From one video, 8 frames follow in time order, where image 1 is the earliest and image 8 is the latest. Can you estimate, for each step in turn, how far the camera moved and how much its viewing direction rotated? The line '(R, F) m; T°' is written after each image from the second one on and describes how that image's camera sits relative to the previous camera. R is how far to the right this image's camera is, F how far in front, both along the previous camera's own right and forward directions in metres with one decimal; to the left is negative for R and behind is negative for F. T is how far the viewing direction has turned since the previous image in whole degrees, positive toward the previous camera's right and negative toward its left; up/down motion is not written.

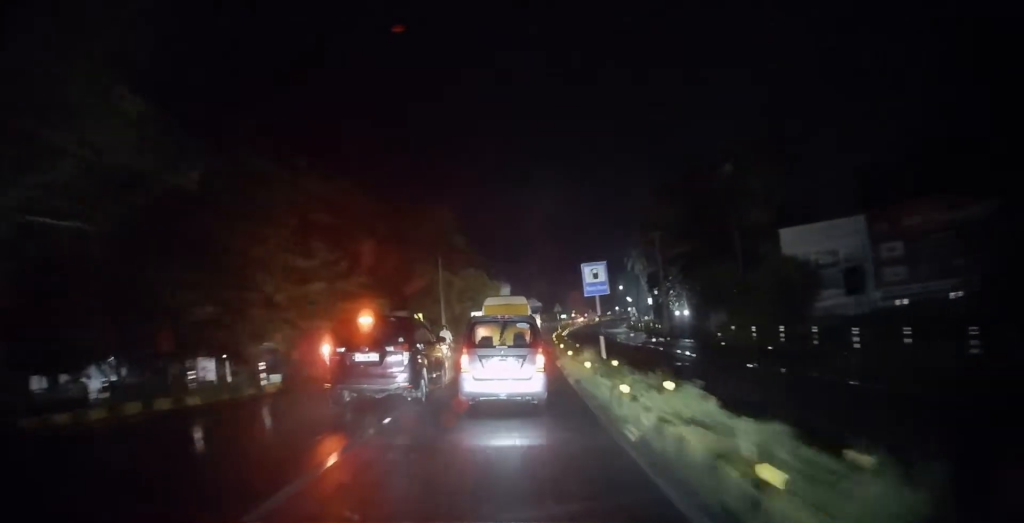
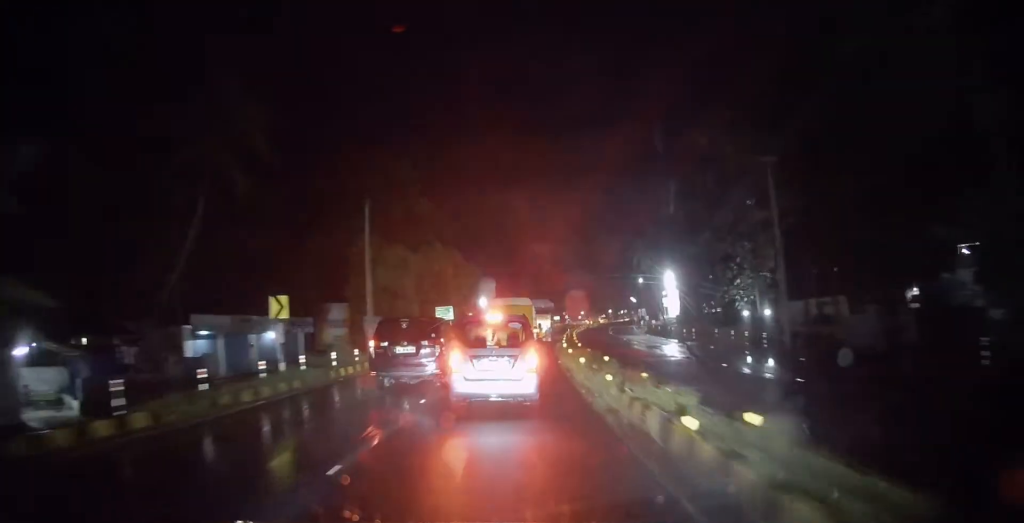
(+0.4, +21.4) m; +1°
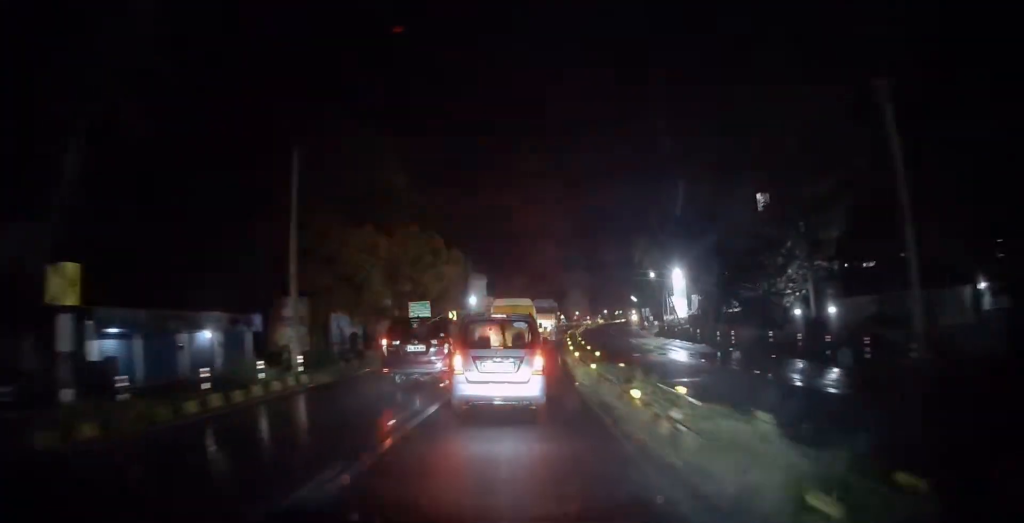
(-0.1, +8.7) m; 0°
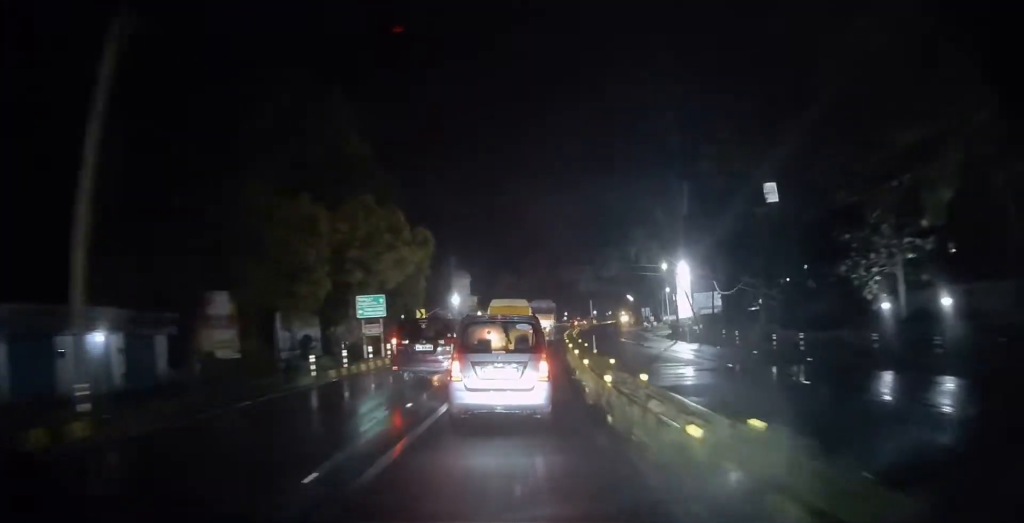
(0.0, +9.4) m; +1°
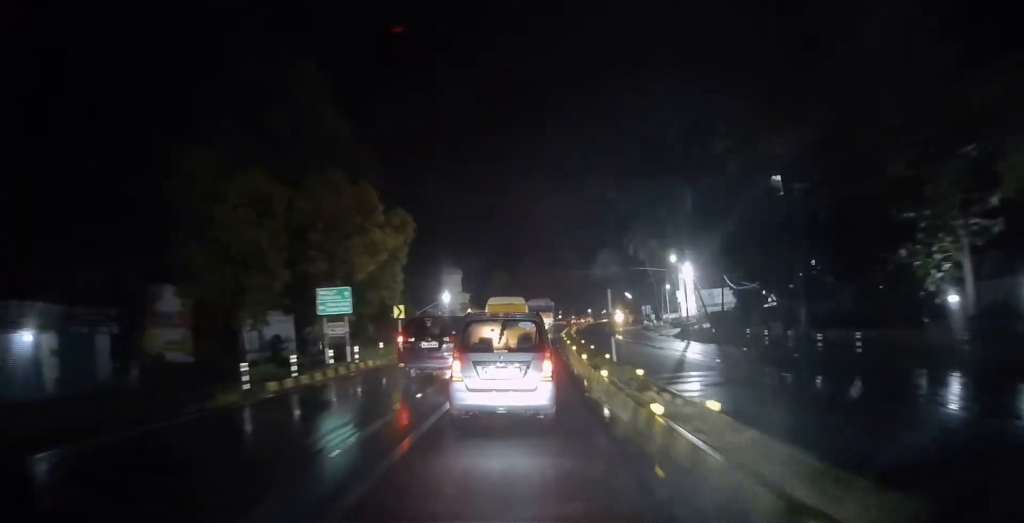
(-0.1, +4.7) m; +1°
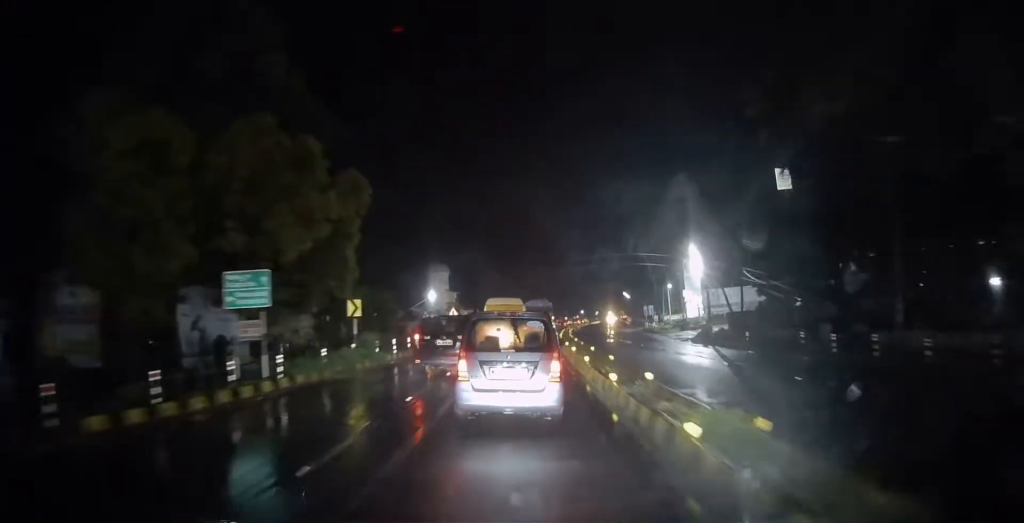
(+0.2, +7.0) m; +1°
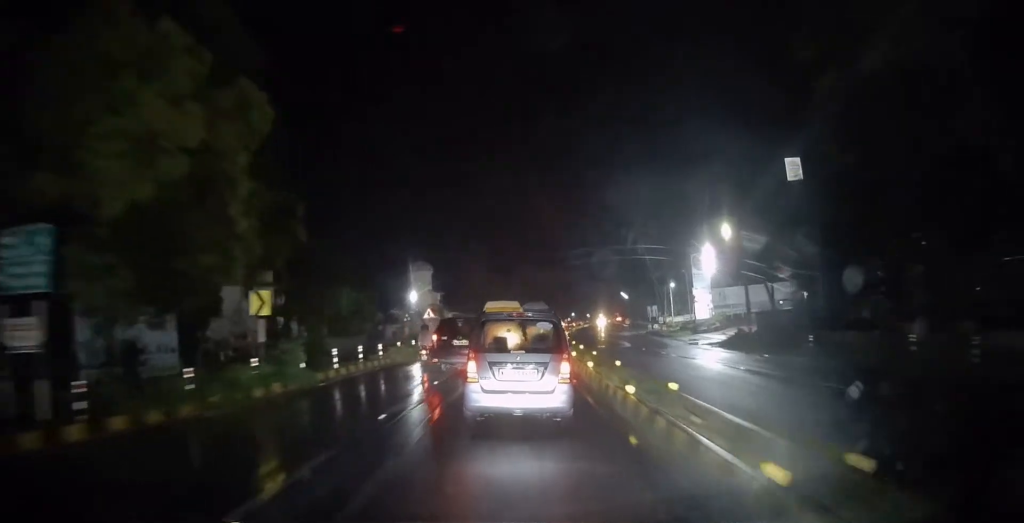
(+0.1, +8.1) m; +1°
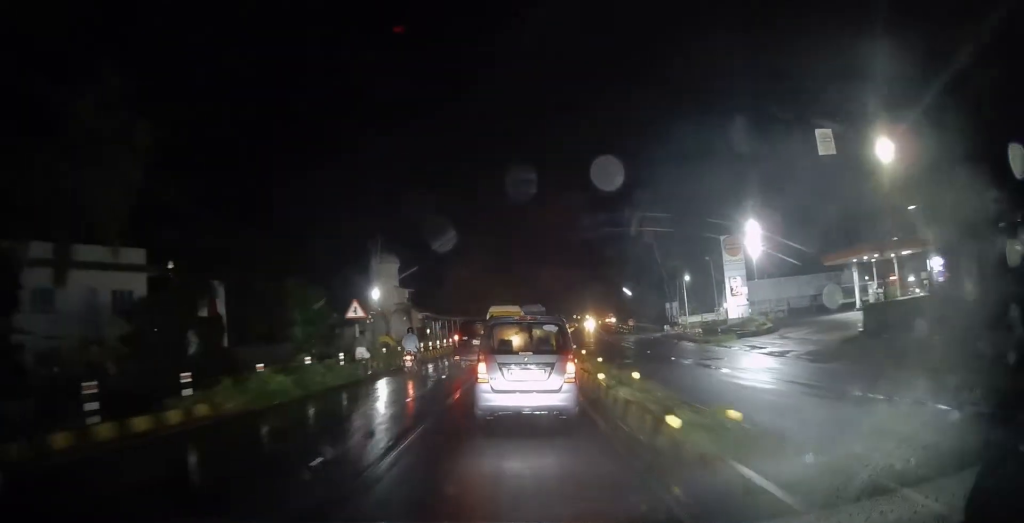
(+0.1, +15.2) m; +1°
